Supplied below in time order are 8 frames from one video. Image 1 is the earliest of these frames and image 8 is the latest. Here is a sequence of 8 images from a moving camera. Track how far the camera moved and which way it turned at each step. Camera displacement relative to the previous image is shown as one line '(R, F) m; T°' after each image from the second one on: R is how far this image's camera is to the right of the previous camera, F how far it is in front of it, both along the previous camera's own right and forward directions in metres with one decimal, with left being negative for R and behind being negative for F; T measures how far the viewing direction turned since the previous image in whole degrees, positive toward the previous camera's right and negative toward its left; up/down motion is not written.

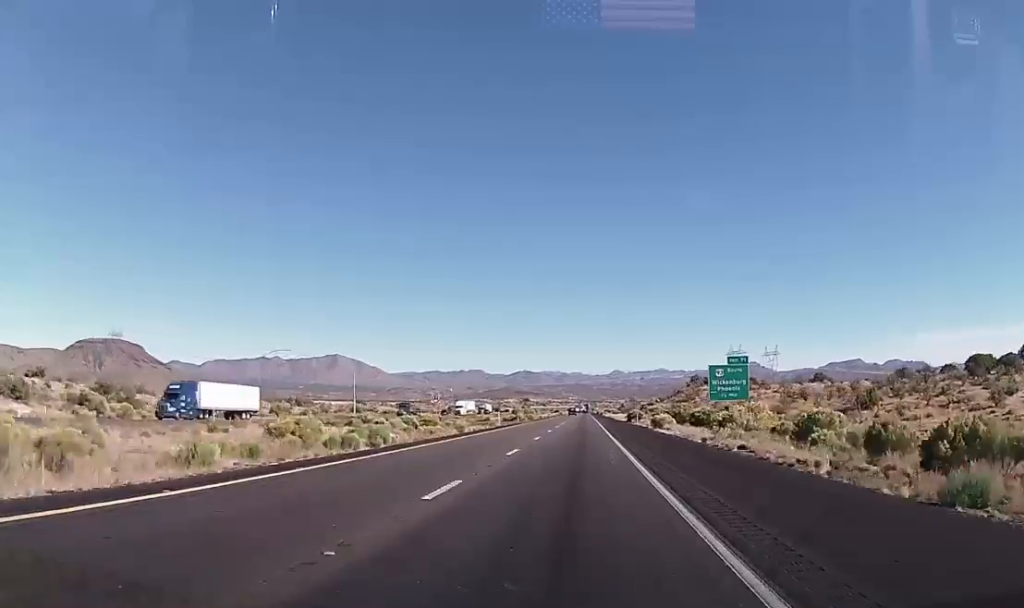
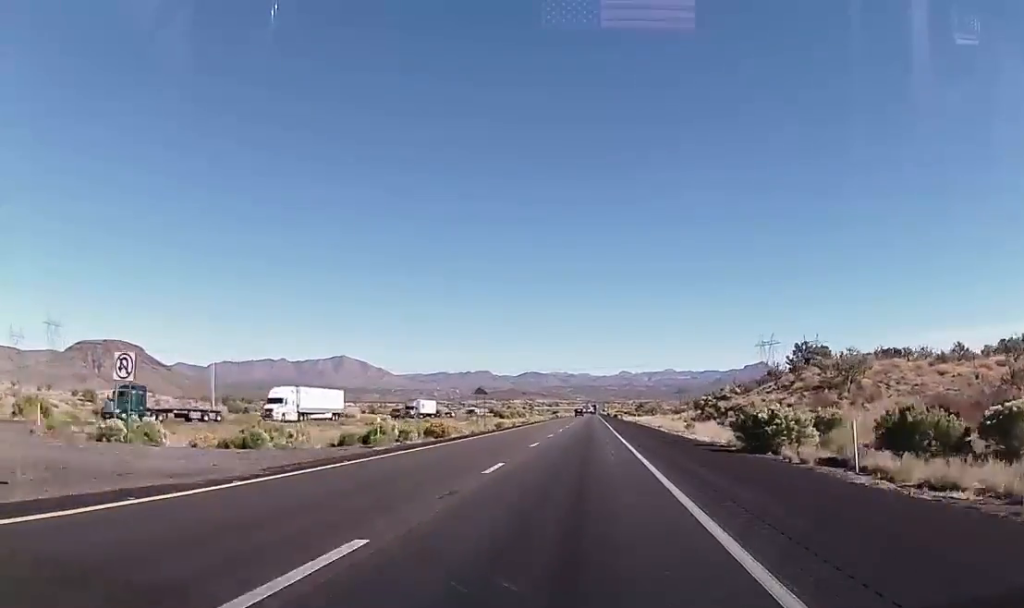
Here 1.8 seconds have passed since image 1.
(0.0, +68.9) m; 0°
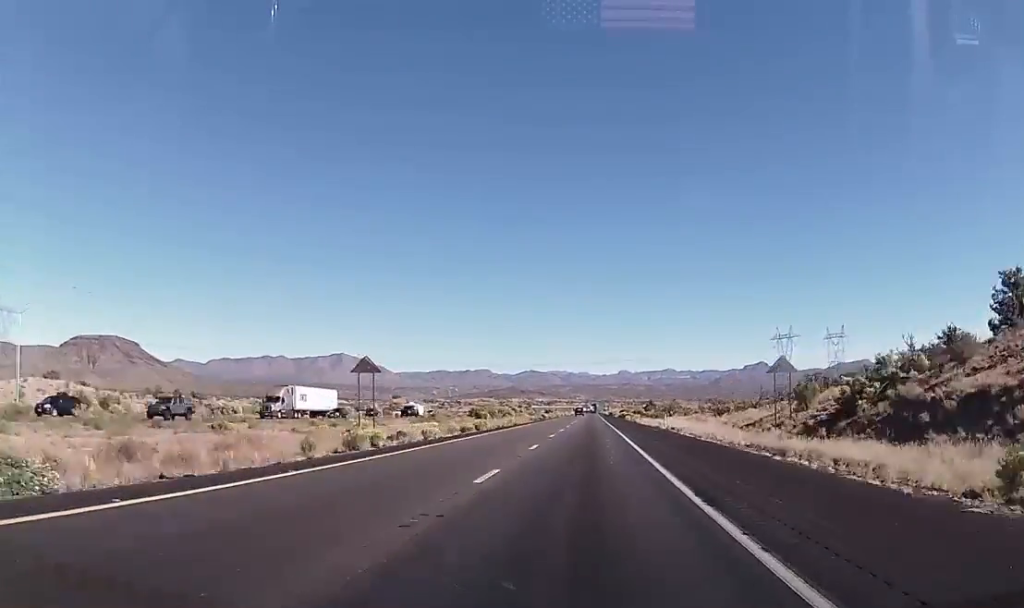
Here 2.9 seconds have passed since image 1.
(-0.2, +40.1) m; 0°
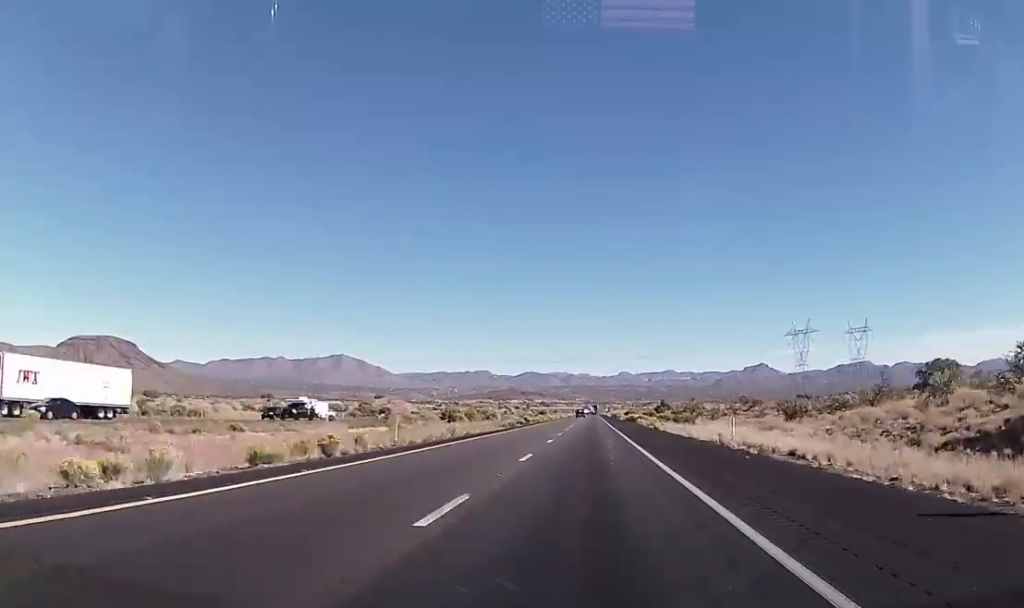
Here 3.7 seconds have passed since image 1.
(+0.1, +30.1) m; 0°
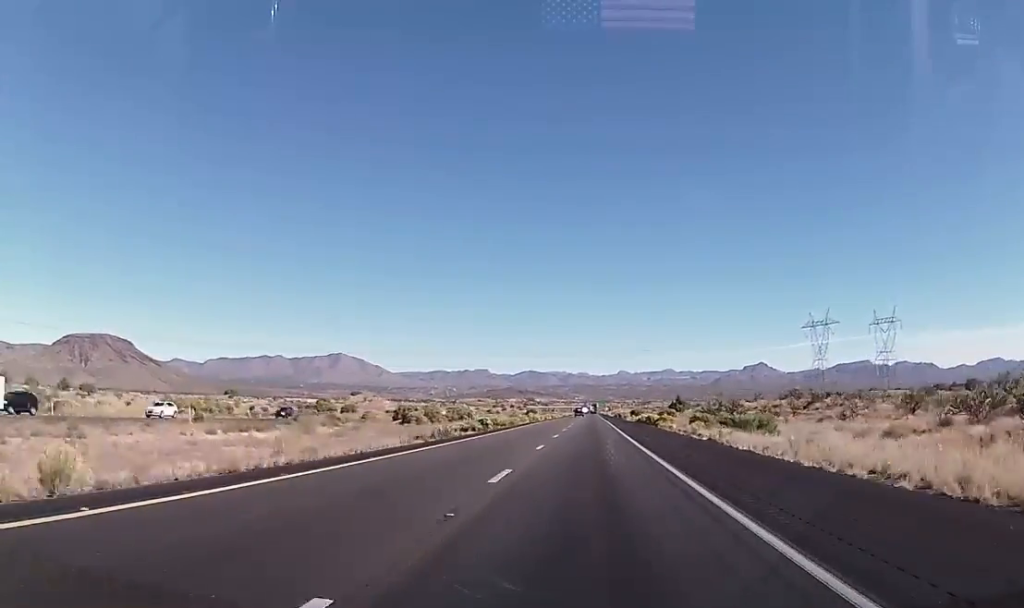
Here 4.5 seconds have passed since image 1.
(+0.1, +31.5) m; 0°
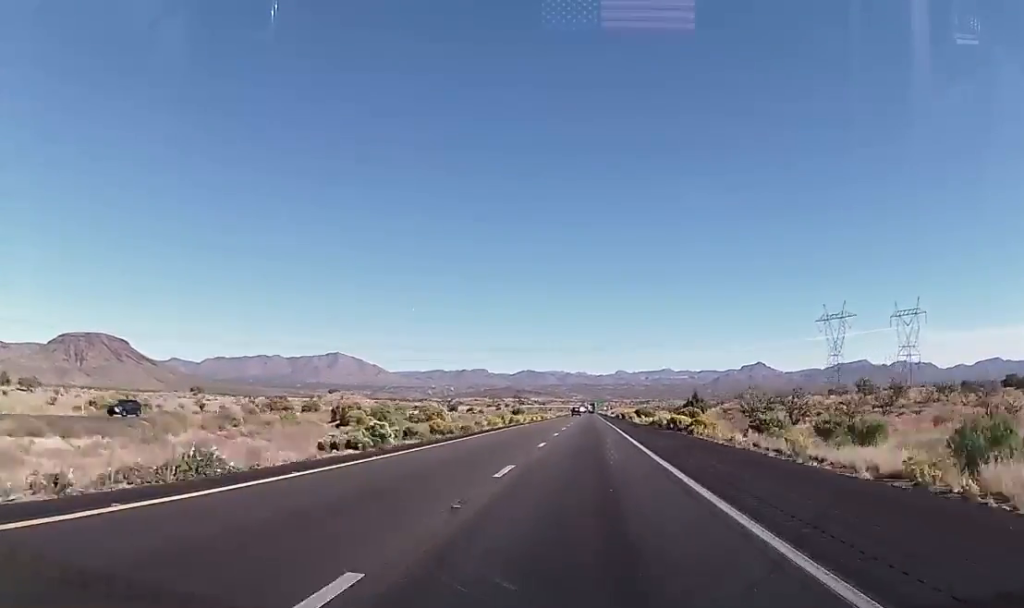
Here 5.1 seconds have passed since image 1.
(-0.2, +22.7) m; 0°
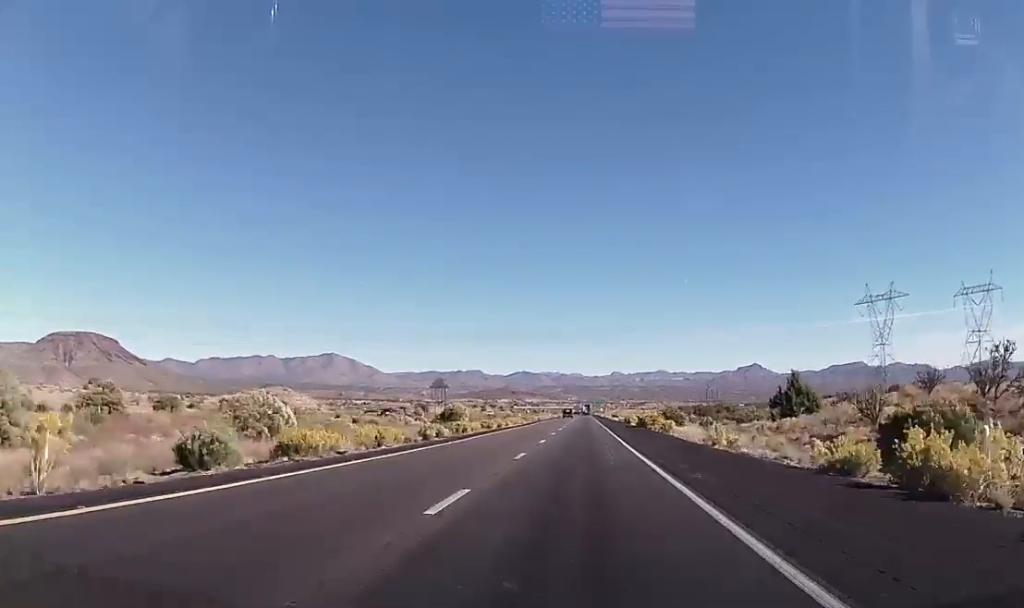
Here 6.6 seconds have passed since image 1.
(+0.1, +55.5) m; +1°
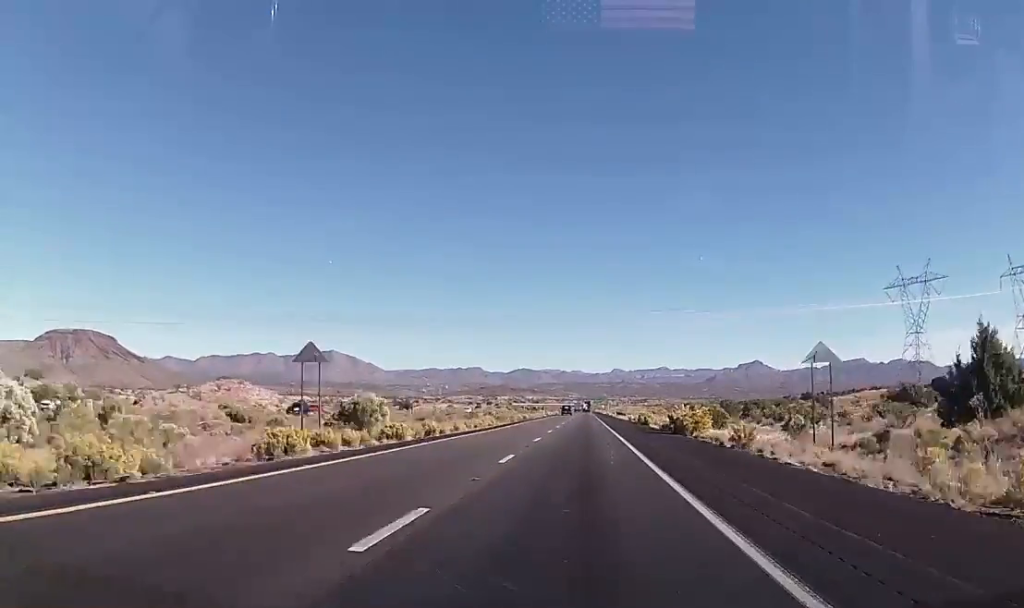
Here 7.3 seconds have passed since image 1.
(+0.4, +27.7) m; 0°
